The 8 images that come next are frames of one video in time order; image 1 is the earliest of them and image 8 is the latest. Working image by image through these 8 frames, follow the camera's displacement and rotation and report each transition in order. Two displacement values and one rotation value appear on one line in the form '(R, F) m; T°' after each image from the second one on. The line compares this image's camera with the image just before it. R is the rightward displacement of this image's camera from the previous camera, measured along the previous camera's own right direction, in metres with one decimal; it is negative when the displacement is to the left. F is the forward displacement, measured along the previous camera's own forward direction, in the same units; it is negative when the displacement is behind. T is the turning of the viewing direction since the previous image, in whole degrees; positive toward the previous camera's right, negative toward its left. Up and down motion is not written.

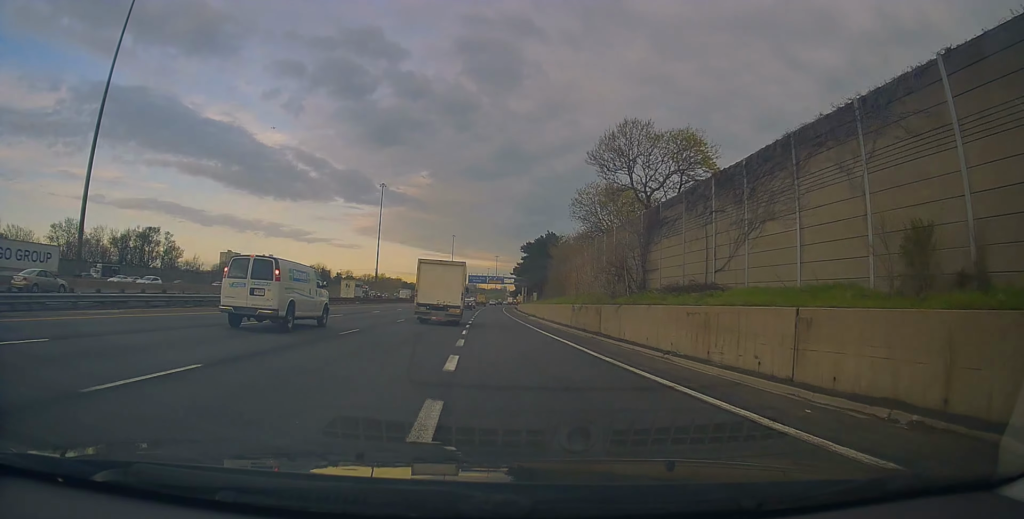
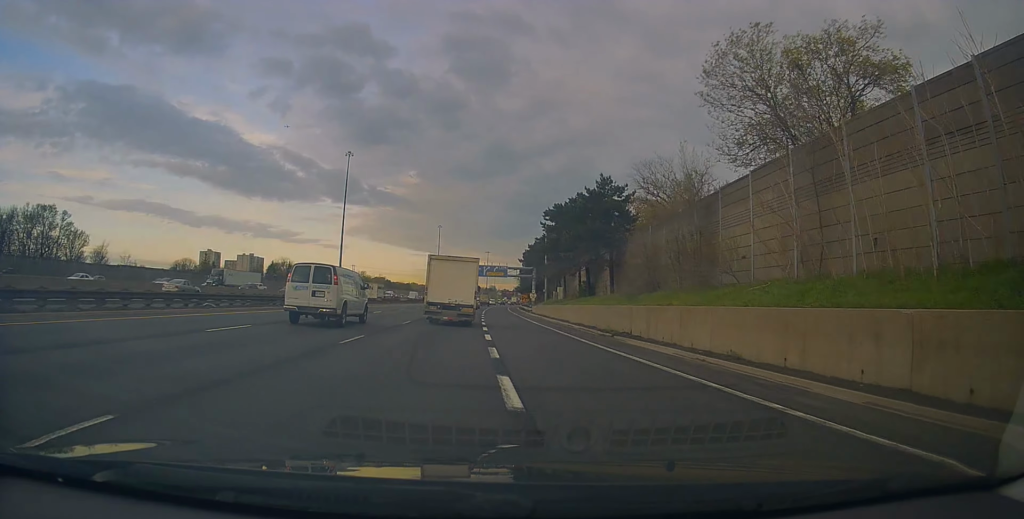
(+0.8, +39.8) m; +2°
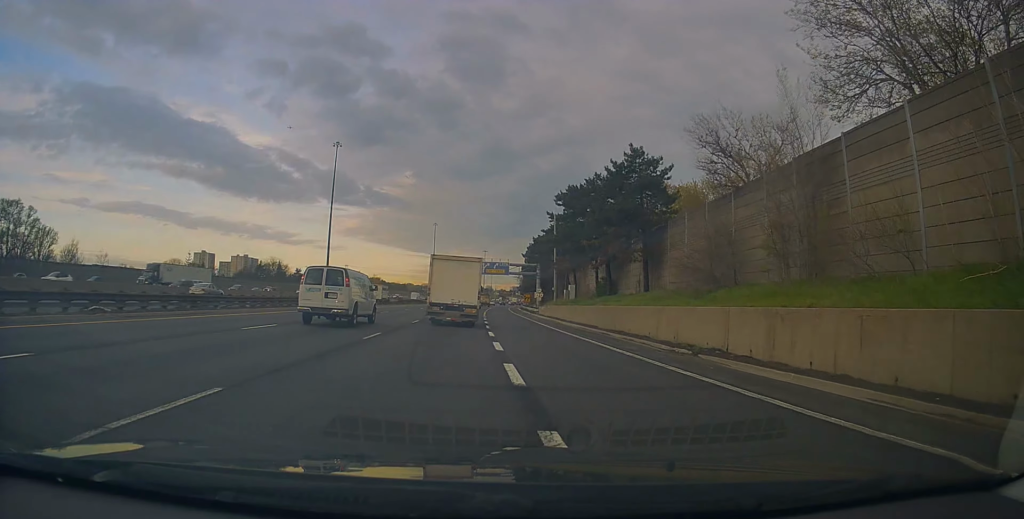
(+0.1, +10.6) m; 0°
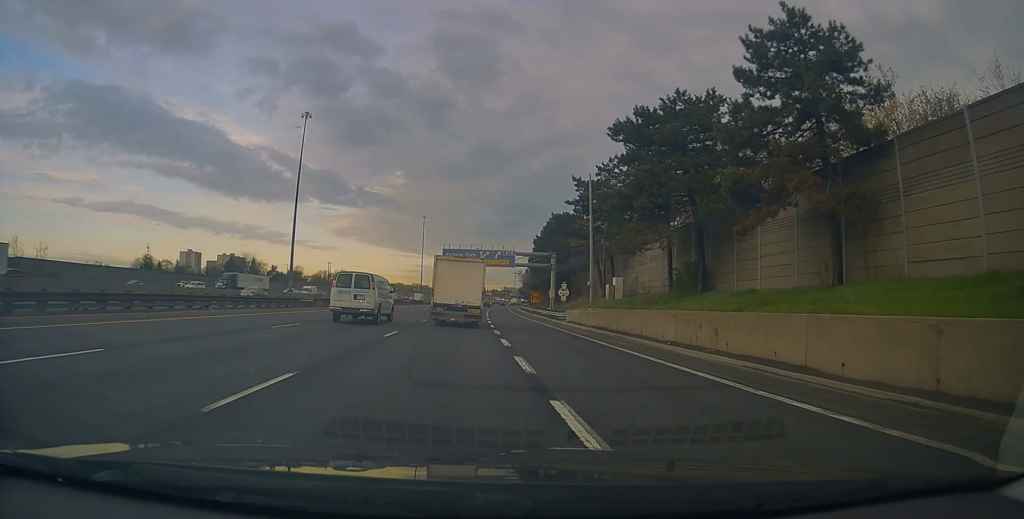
(-0.1, +23.1) m; 0°
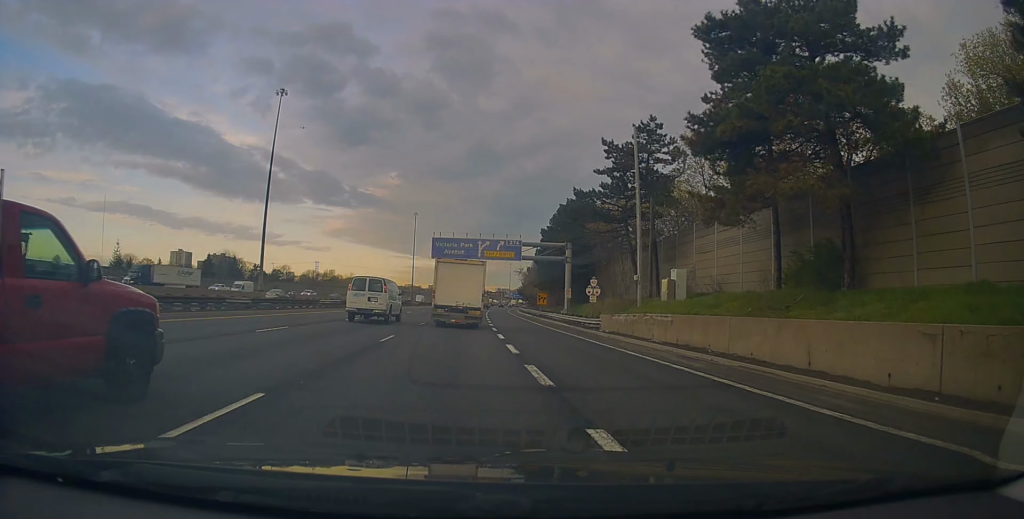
(0.0, +13.7) m; +1°
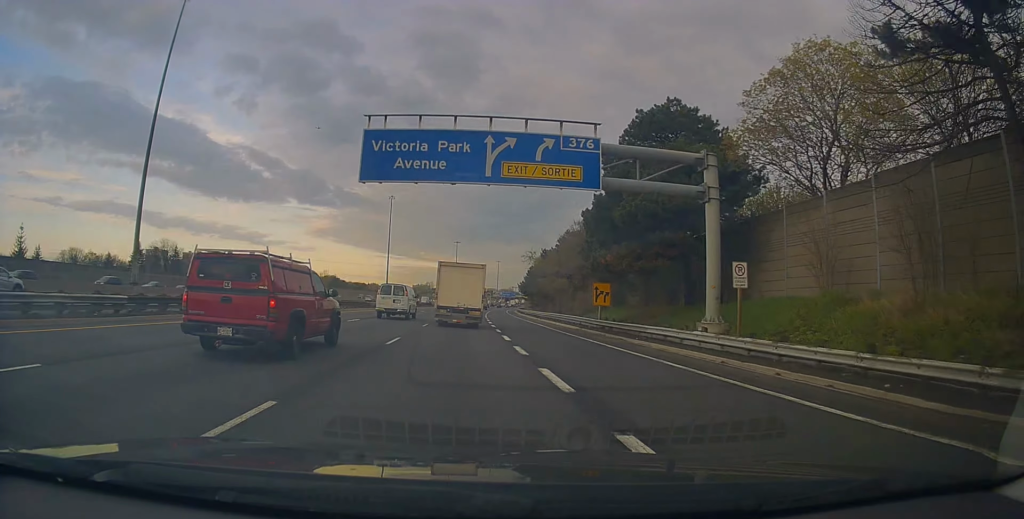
(+1.0, +37.0) m; +3°
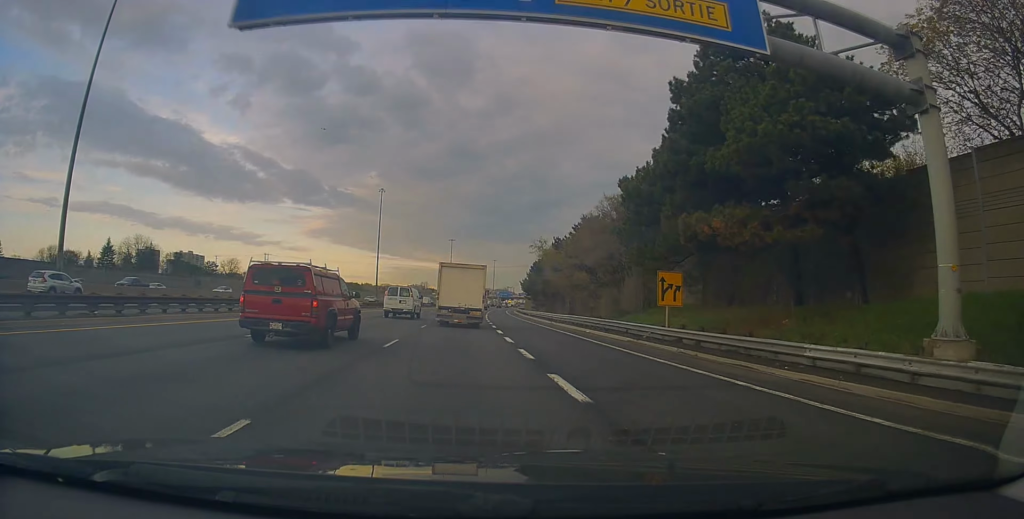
(+0.3, +13.4) m; 0°
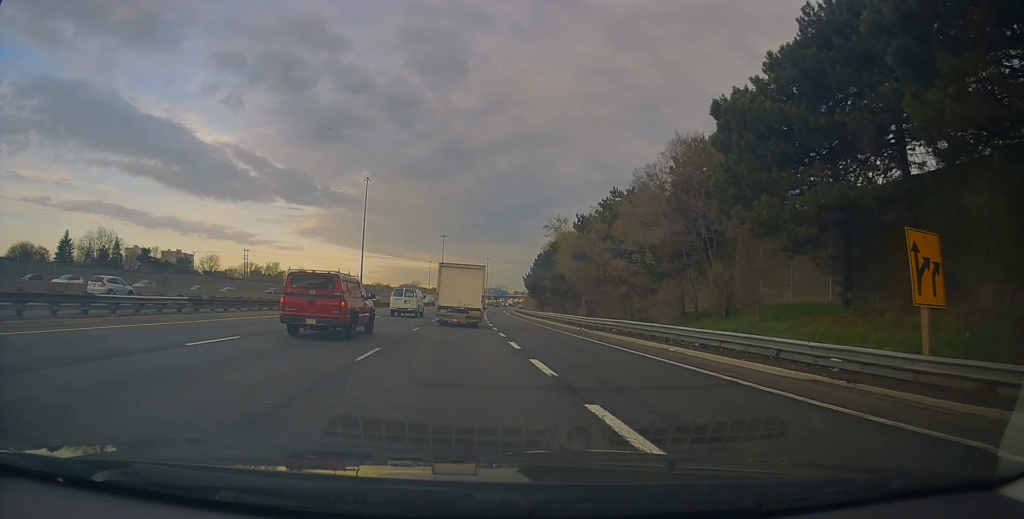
(-0.3, +15.4) m; -1°
